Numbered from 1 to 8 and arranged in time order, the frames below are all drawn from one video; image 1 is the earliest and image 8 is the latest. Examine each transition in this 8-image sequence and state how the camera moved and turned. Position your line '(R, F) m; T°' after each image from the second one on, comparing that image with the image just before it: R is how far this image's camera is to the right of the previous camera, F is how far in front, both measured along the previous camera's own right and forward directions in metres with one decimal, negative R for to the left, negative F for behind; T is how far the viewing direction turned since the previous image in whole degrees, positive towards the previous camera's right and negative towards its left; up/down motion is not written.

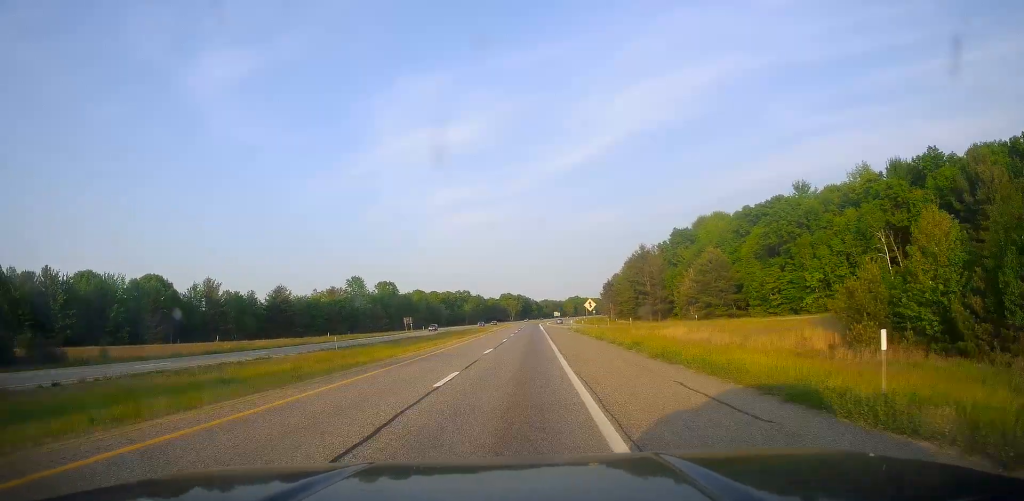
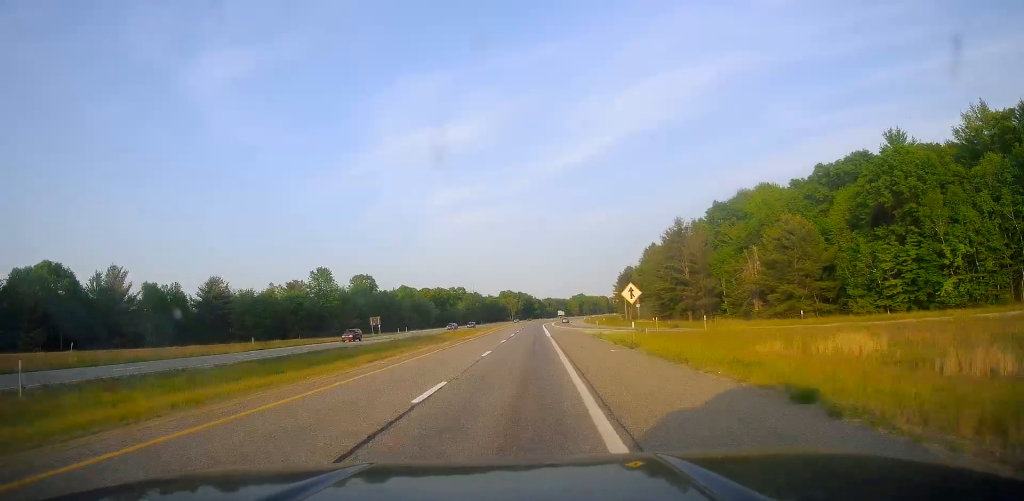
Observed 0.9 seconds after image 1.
(-0.3, +33.5) m; -1°
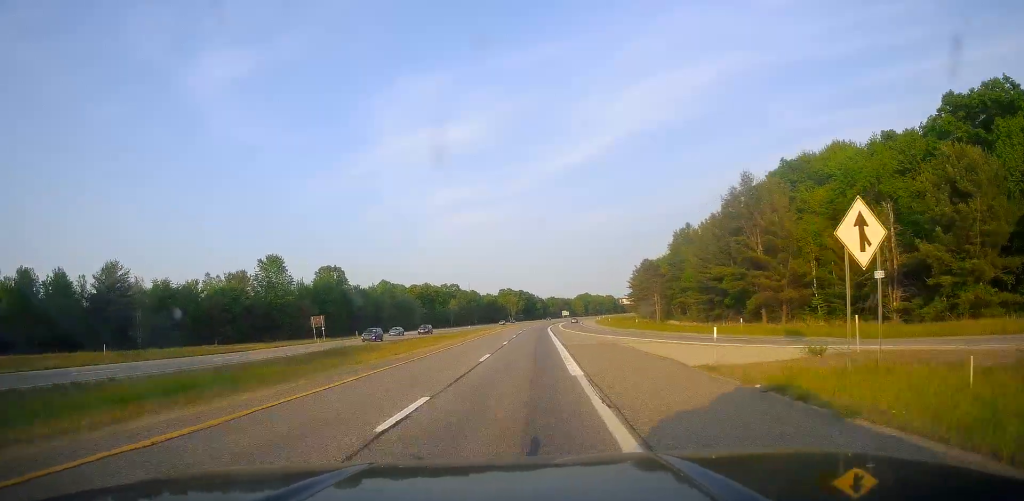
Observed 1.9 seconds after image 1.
(0.0, +33.5) m; 0°
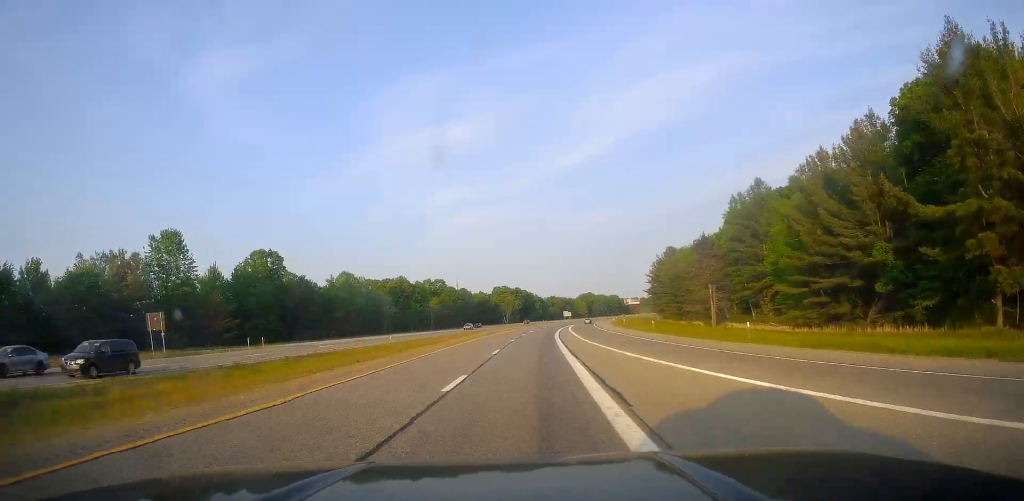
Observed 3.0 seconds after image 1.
(+0.3, +40.8) m; +1°
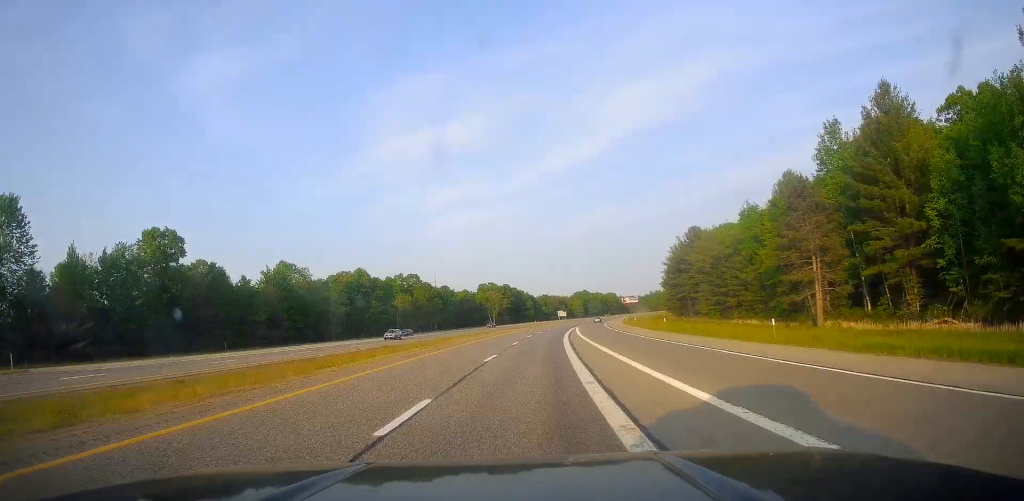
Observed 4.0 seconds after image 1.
(+0.3, +35.9) m; +1°
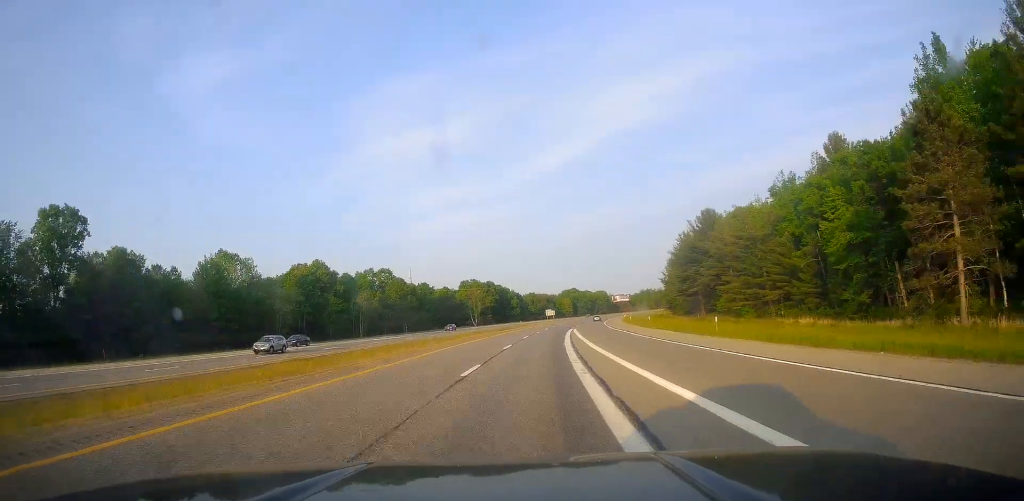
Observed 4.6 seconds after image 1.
(0.0, +21.6) m; 0°
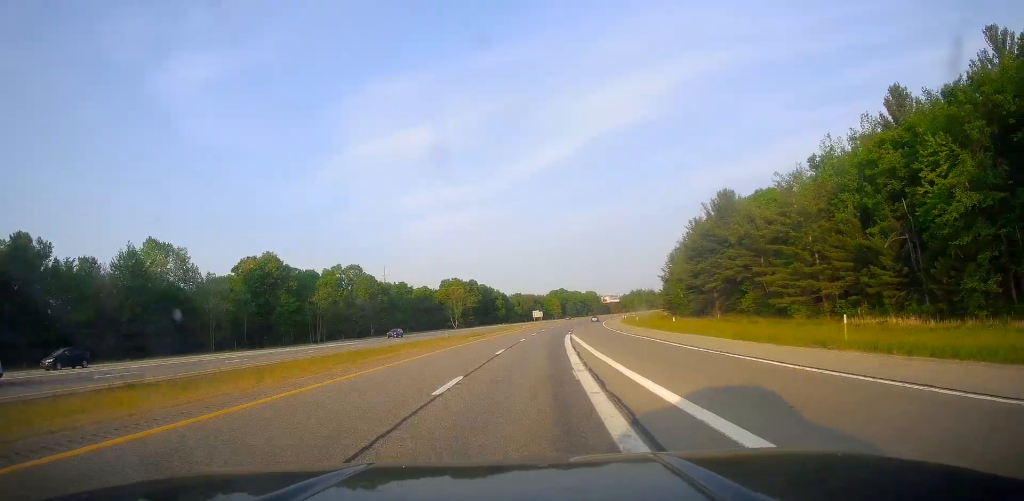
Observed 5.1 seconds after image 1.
(0.0, +19.2) m; +1°
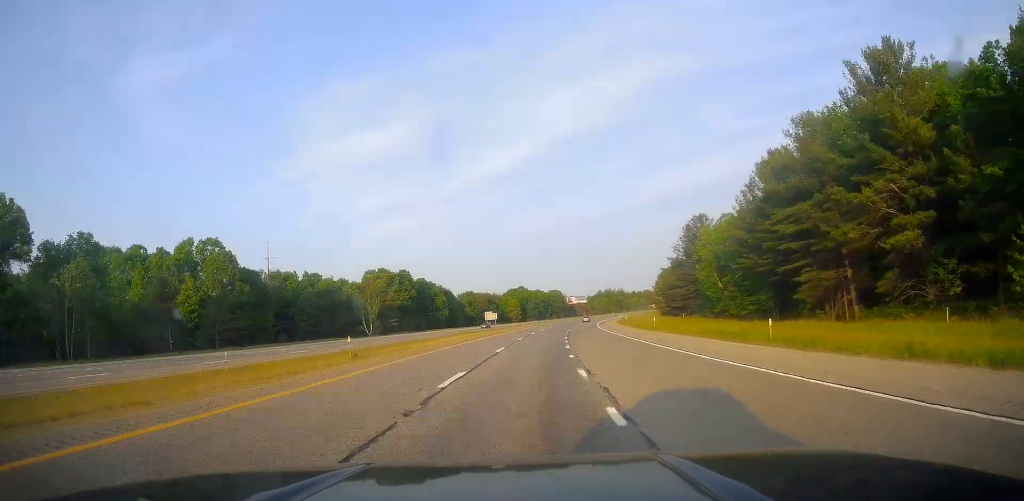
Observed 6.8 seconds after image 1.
(+1.8, +60.0) m; +4°
